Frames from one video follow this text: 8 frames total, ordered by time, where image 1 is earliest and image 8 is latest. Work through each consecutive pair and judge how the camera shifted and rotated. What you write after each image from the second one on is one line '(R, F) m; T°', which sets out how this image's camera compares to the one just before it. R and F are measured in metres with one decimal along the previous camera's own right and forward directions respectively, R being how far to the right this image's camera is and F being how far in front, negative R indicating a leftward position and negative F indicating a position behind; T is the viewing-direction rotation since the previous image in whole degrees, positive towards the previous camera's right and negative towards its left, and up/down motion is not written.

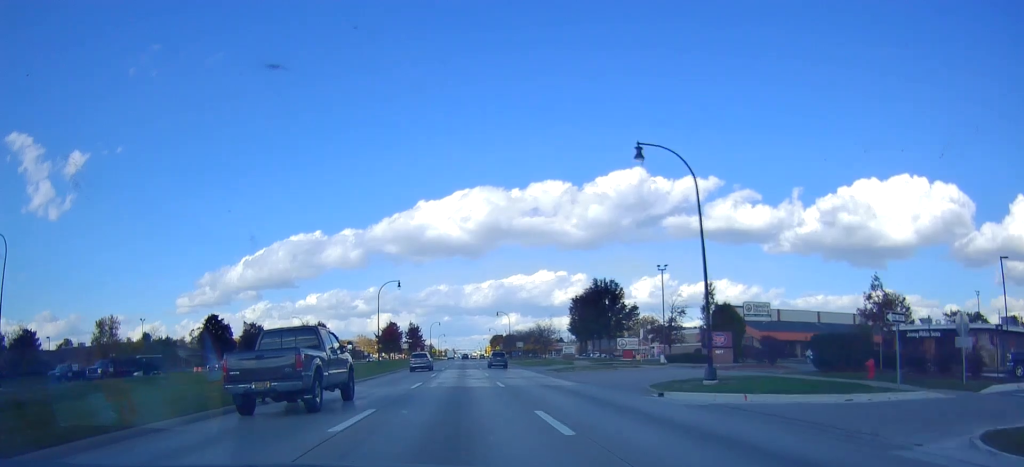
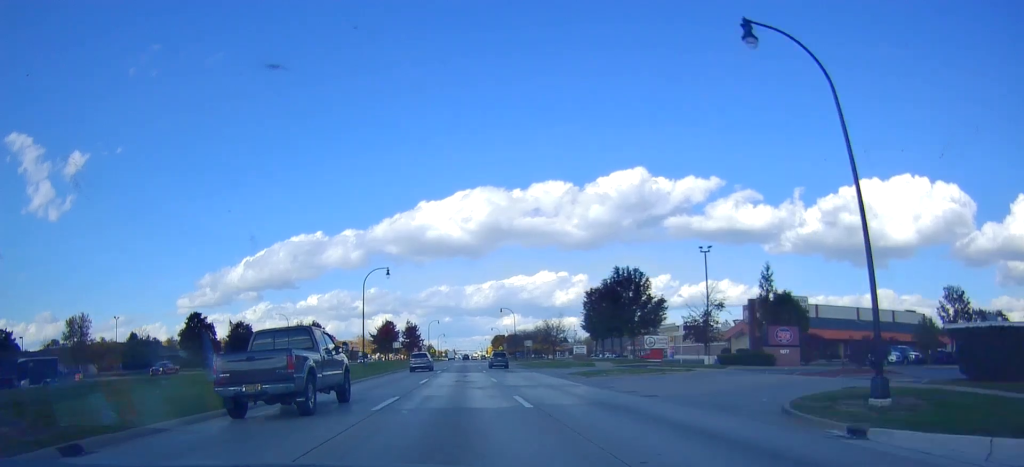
(+0.1, +10.0) m; 0°
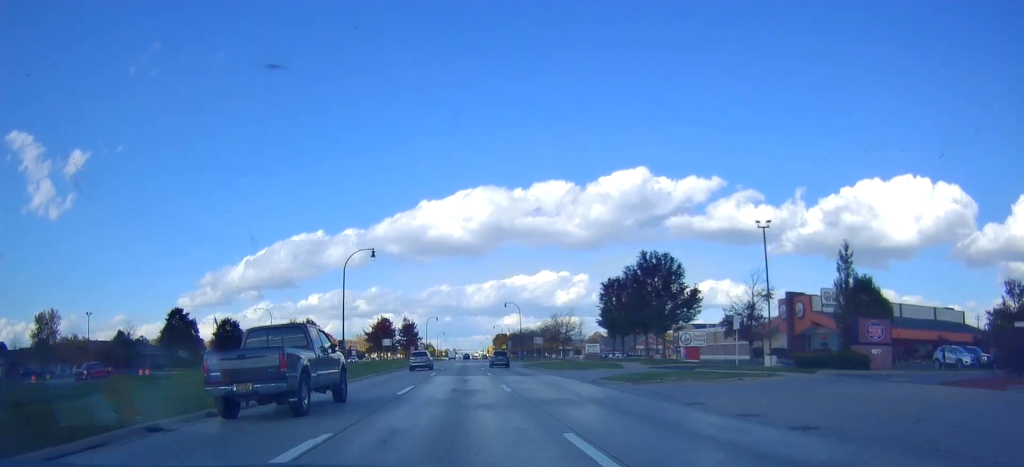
(0.0, +9.3) m; -1°
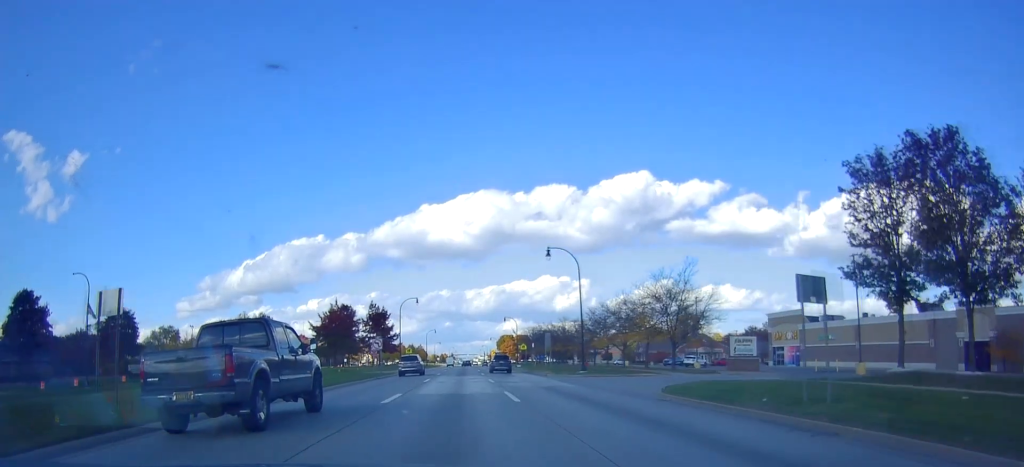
(-0.5, +48.3) m; -1°
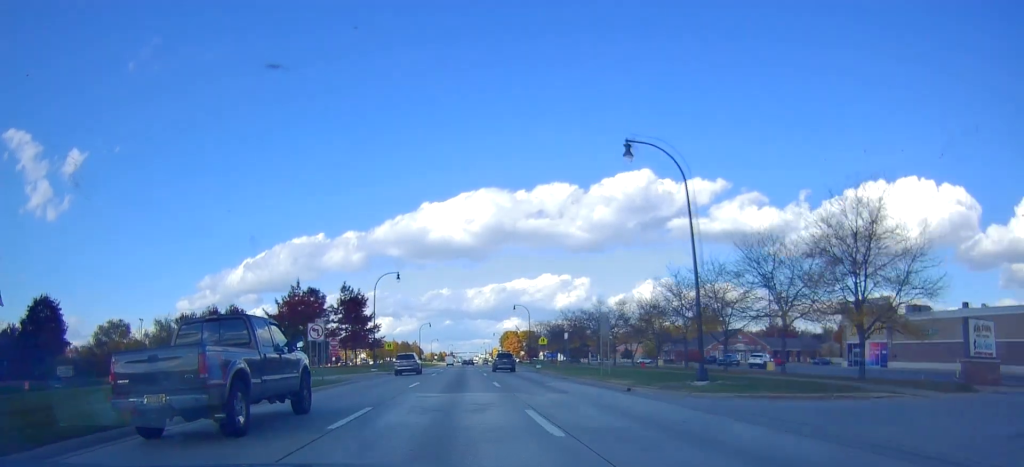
(-0.7, +21.9) m; 0°
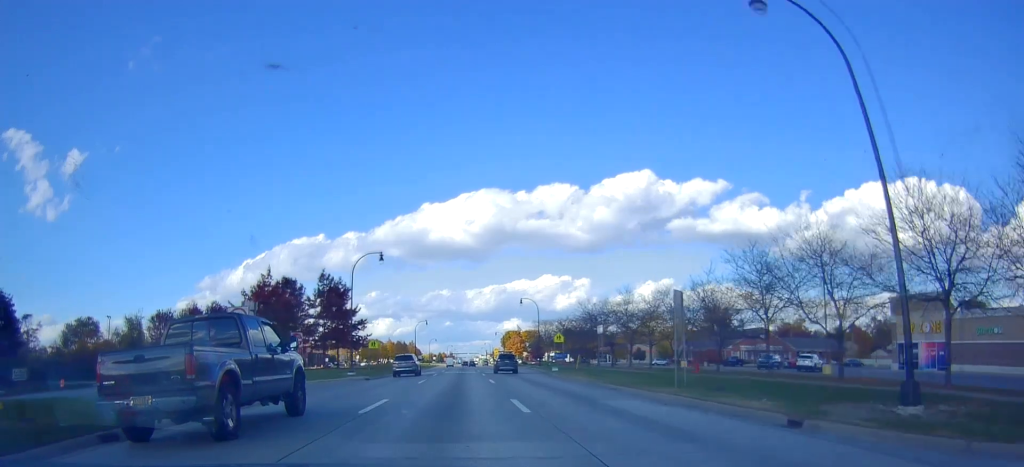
(+0.4, +11.3) m; +1°
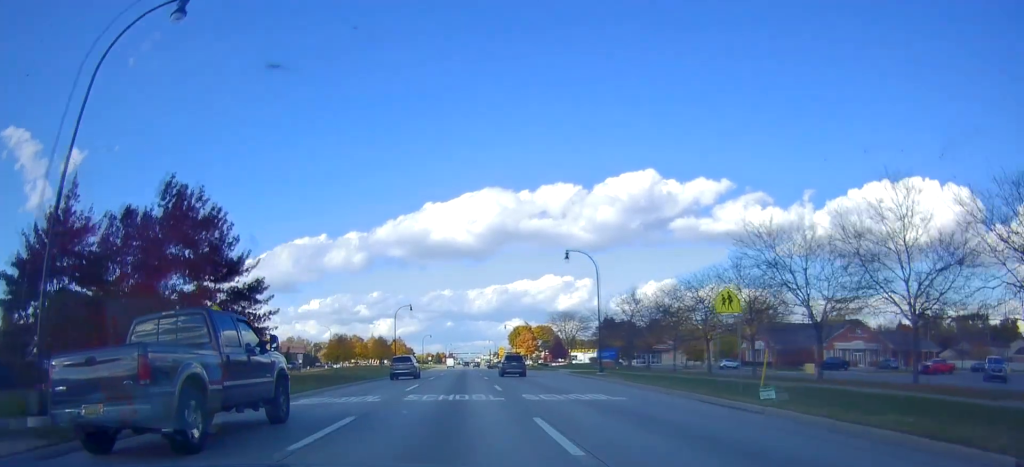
(+0.1, +35.3) m; 0°
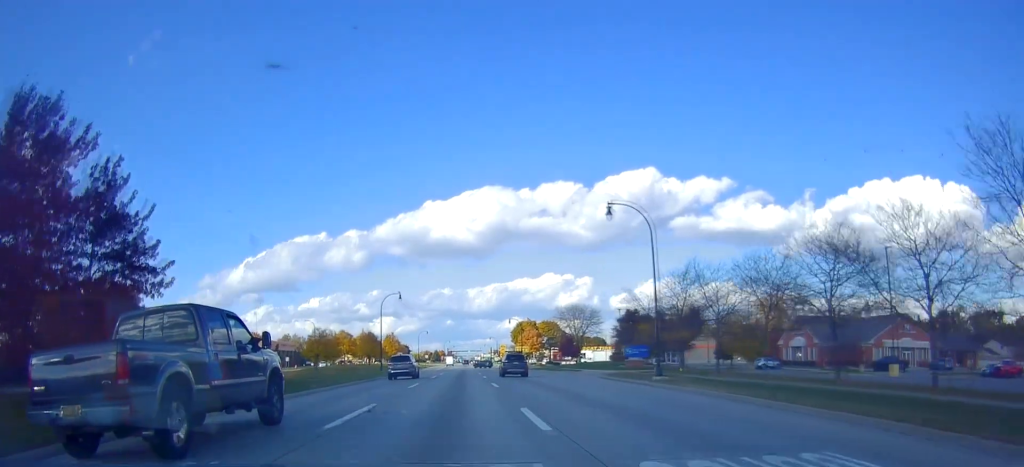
(-0.2, +13.3) m; 0°
